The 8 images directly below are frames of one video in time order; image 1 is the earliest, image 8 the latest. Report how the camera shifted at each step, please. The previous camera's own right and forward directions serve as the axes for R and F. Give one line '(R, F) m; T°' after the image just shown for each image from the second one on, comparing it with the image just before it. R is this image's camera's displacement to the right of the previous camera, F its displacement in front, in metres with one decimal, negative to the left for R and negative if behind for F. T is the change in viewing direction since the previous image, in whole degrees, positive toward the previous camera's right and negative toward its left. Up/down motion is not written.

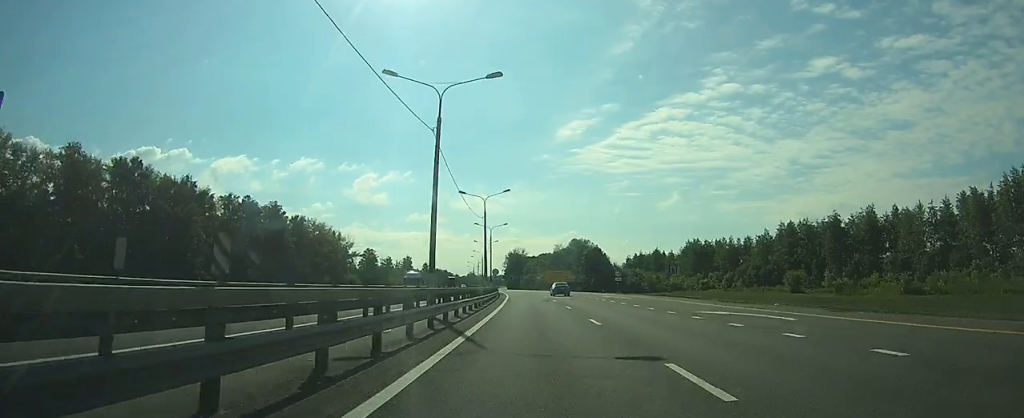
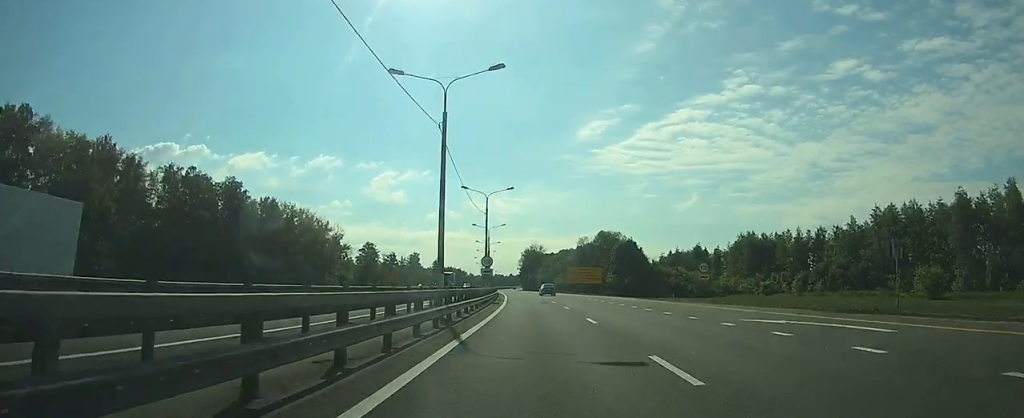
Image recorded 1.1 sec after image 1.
(-0.3, +35.5) m; -1°
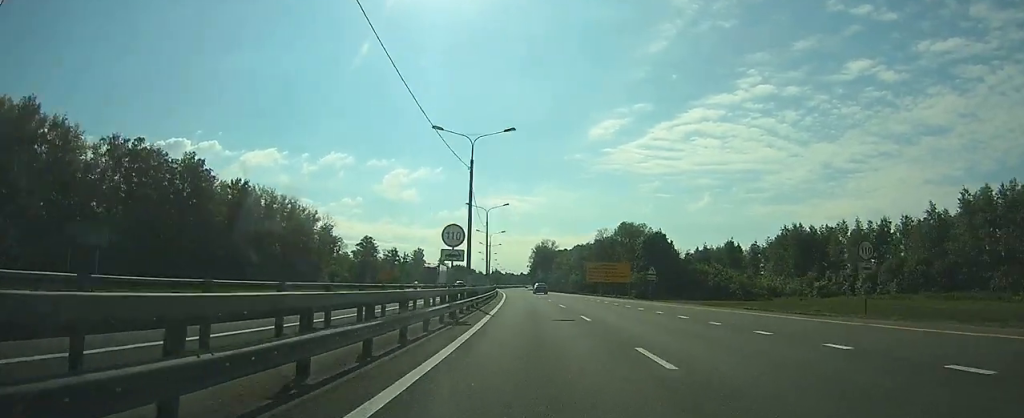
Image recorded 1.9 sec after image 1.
(-0.1, +22.8) m; -1°
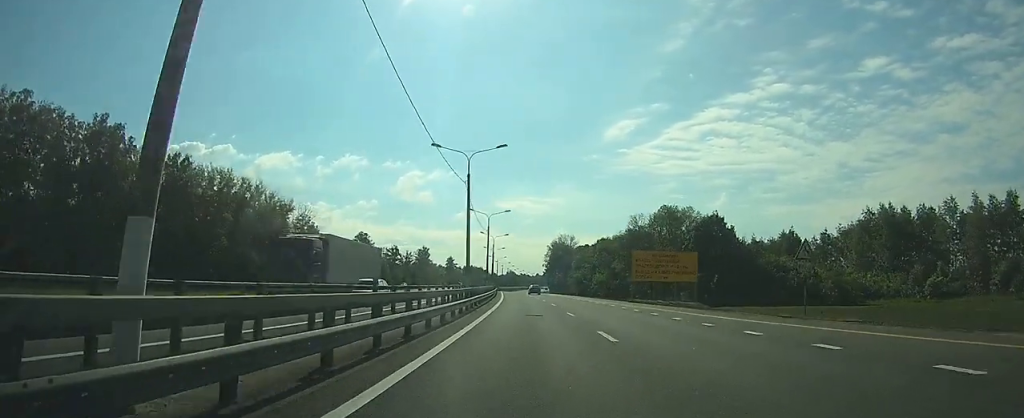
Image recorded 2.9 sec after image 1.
(-0.2, +31.8) m; -2°
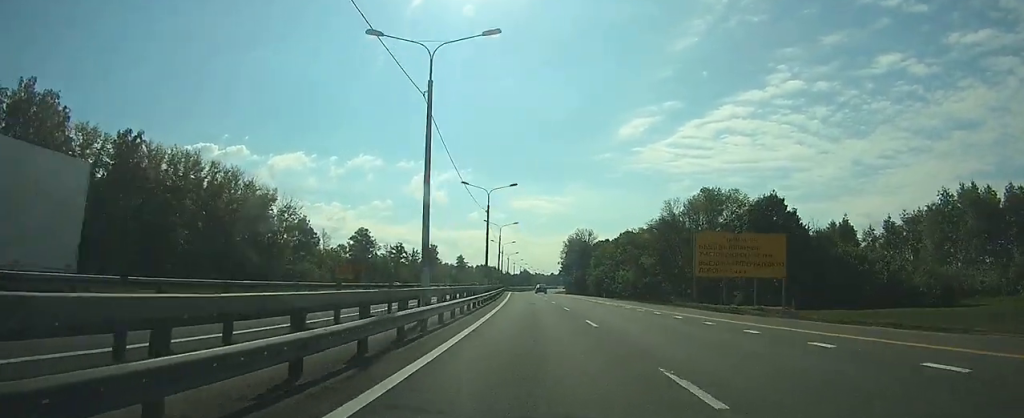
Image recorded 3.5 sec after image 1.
(-0.1, +19.4) m; -1°
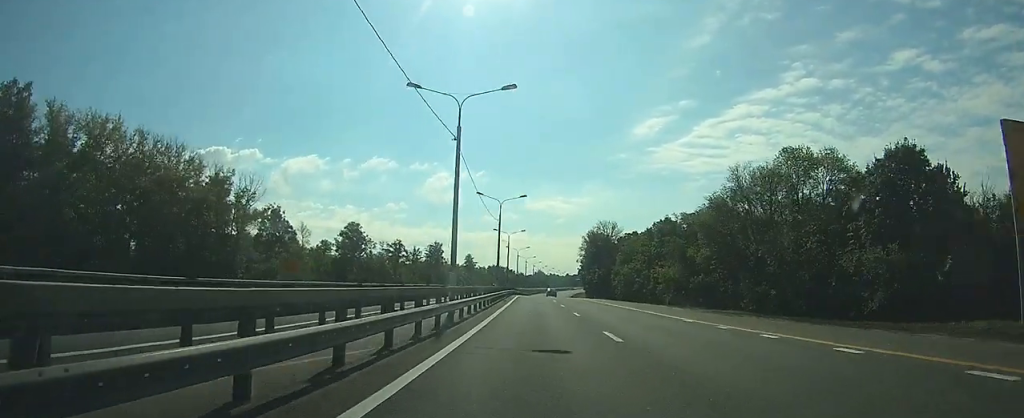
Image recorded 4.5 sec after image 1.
(-0.6, +28.6) m; -2°
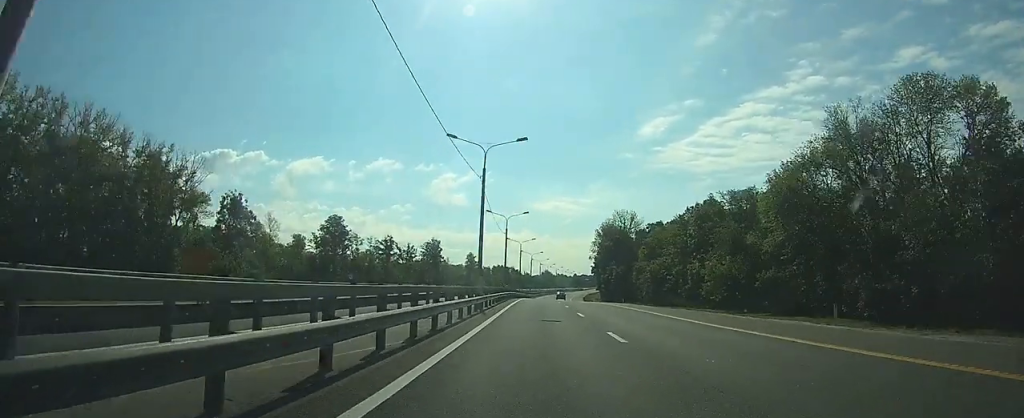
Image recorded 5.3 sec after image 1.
(-0.3, +24.4) m; -1°
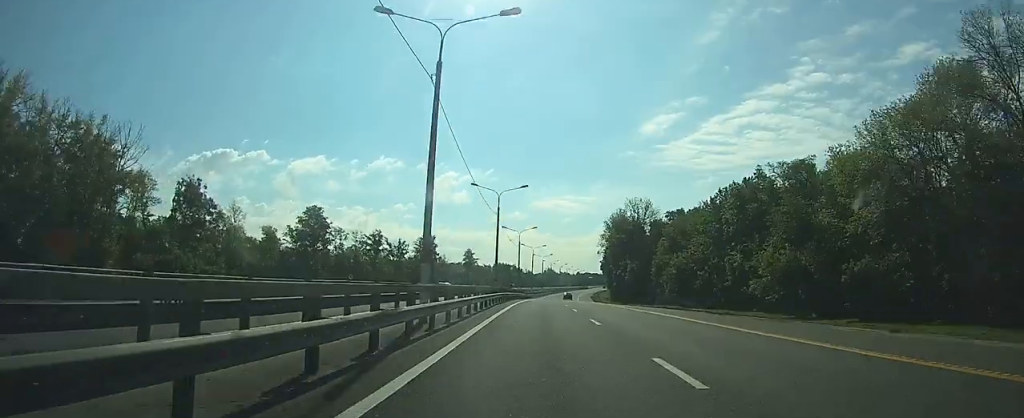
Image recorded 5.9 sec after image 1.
(-0.2, +18.4) m; 0°
